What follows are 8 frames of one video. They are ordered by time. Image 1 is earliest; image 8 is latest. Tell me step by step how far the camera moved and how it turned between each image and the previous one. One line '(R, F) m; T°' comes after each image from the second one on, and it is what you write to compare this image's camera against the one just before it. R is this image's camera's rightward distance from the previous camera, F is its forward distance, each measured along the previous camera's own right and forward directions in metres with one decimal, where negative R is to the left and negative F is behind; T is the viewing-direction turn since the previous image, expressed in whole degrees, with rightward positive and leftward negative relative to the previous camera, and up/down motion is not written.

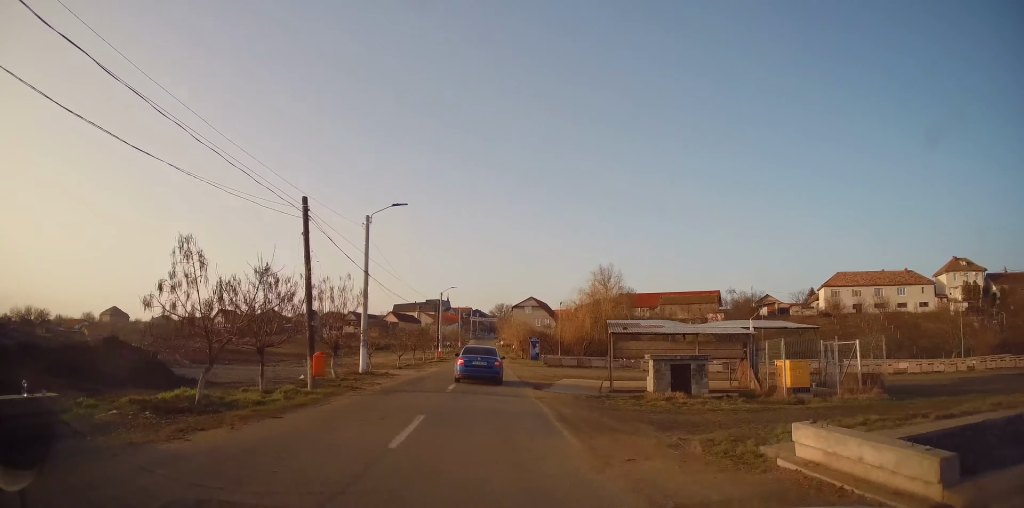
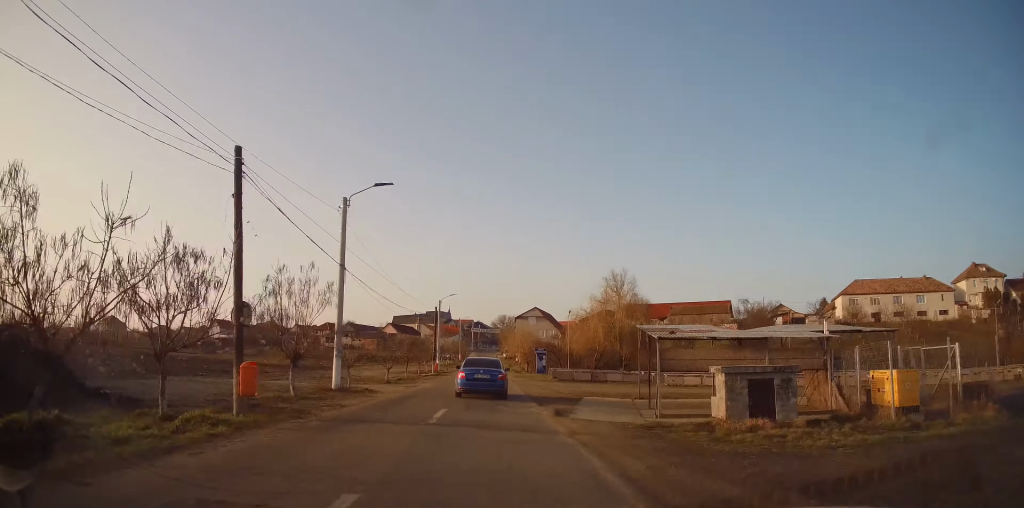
(-0.2, +5.0) m; +1°
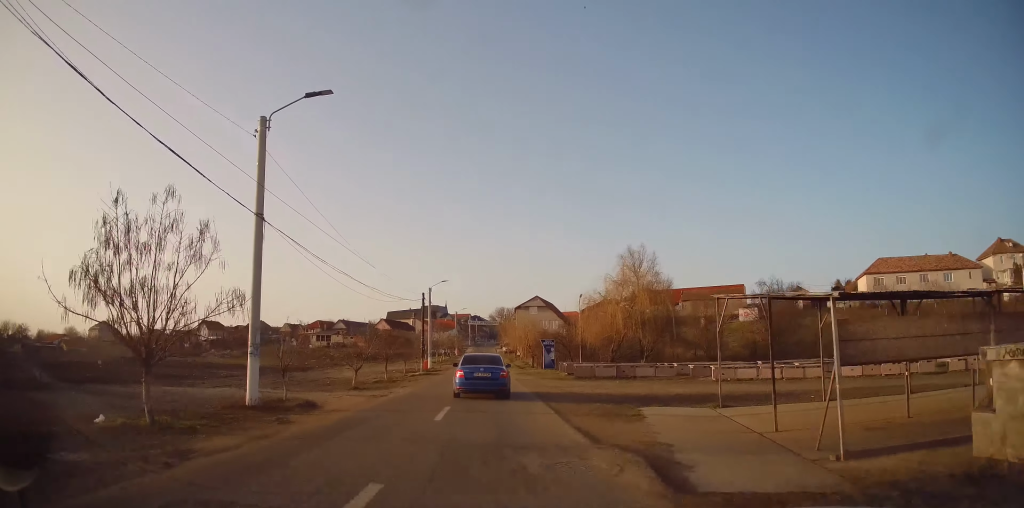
(+0.2, +8.0) m; 0°
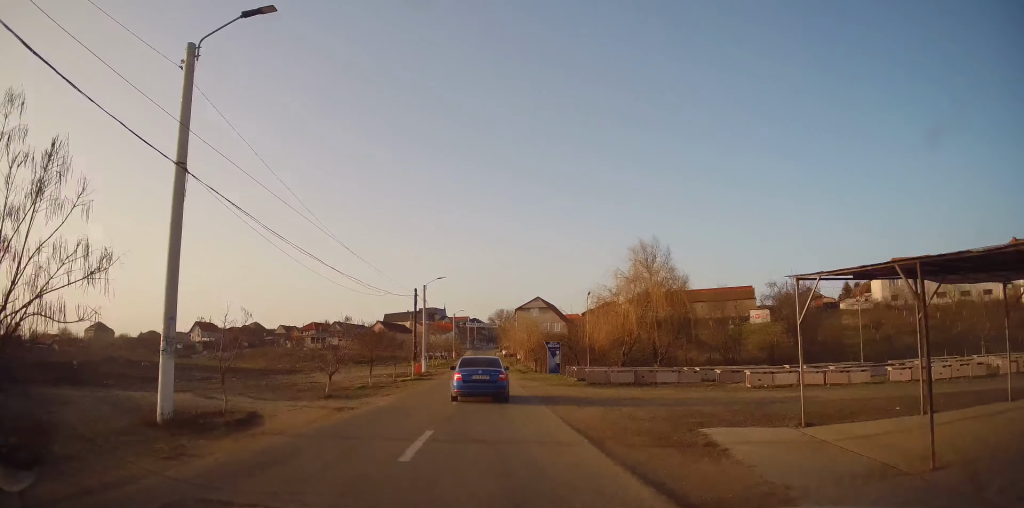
(+0.2, +4.2) m; 0°
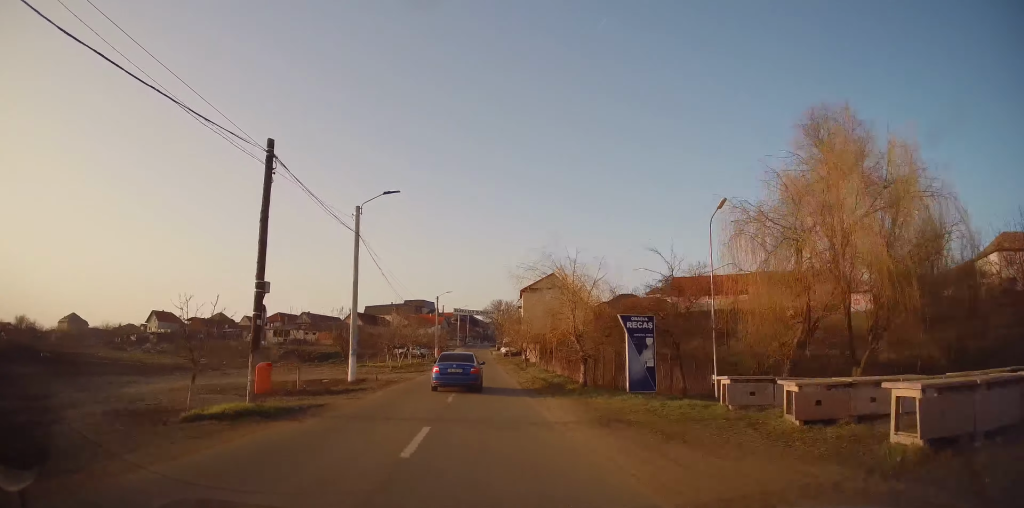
(-0.4, +26.2) m; 0°
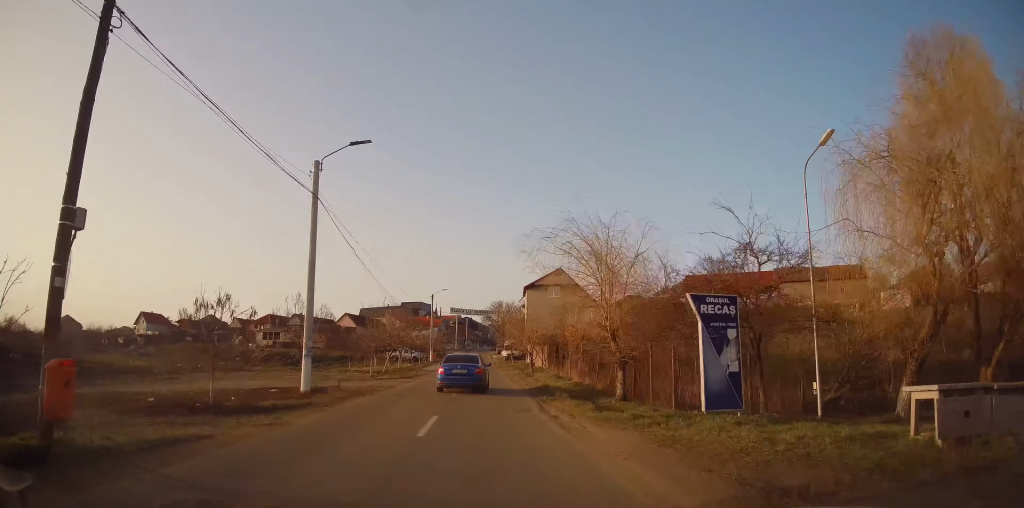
(0.0, +5.9) m; 0°
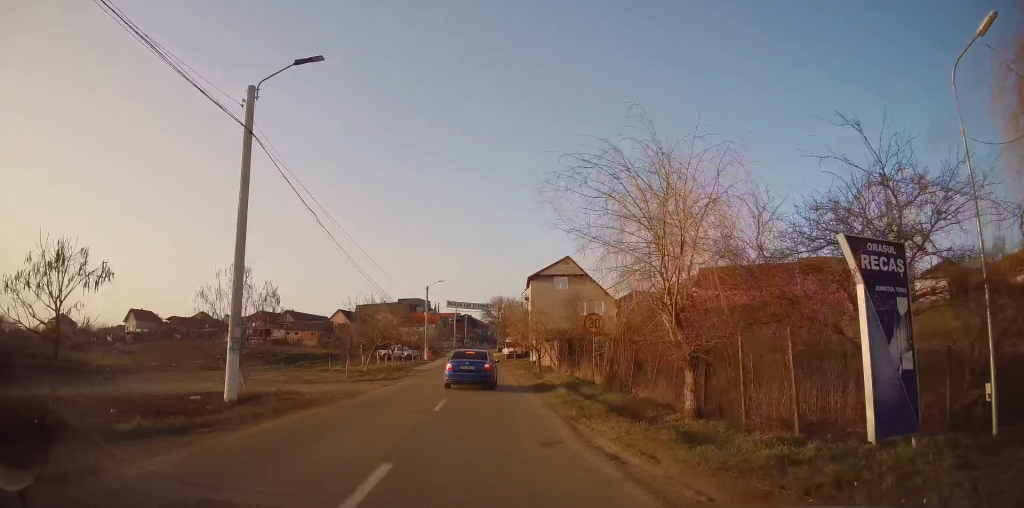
(0.0, +5.3) m; 0°
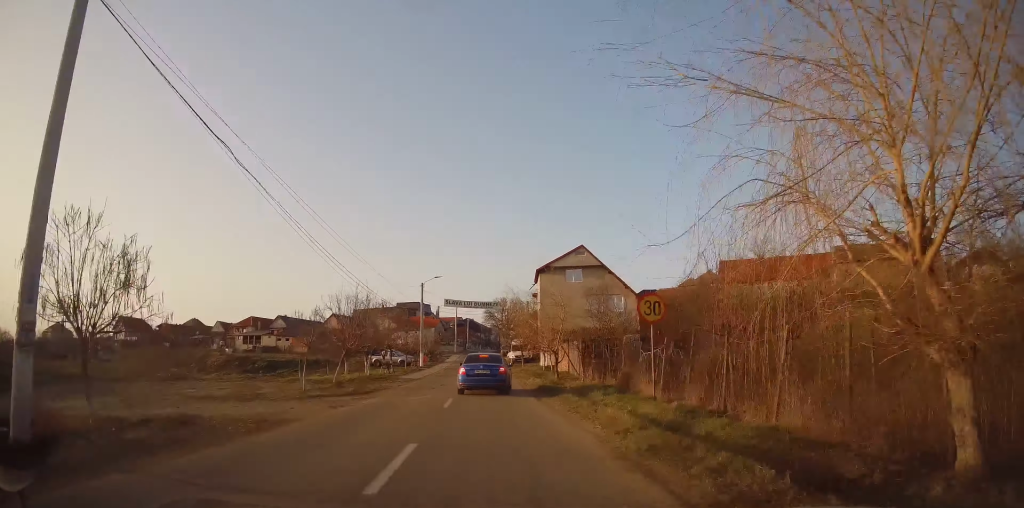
(-0.1, +6.6) m; 0°
